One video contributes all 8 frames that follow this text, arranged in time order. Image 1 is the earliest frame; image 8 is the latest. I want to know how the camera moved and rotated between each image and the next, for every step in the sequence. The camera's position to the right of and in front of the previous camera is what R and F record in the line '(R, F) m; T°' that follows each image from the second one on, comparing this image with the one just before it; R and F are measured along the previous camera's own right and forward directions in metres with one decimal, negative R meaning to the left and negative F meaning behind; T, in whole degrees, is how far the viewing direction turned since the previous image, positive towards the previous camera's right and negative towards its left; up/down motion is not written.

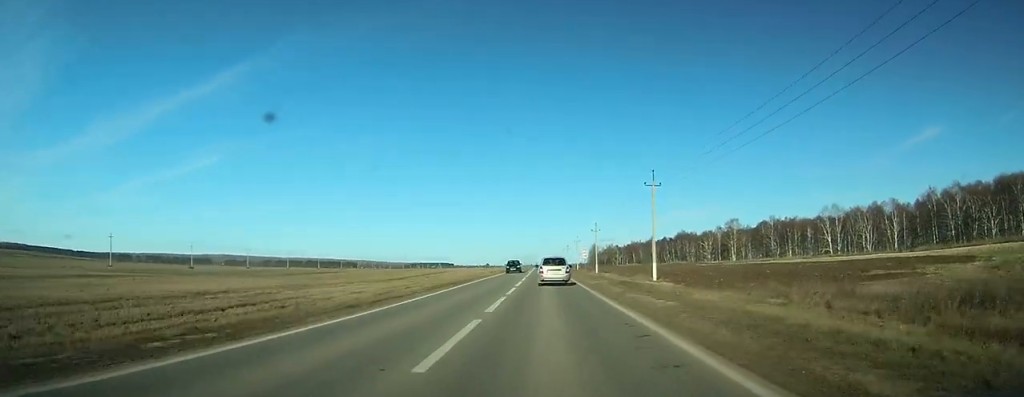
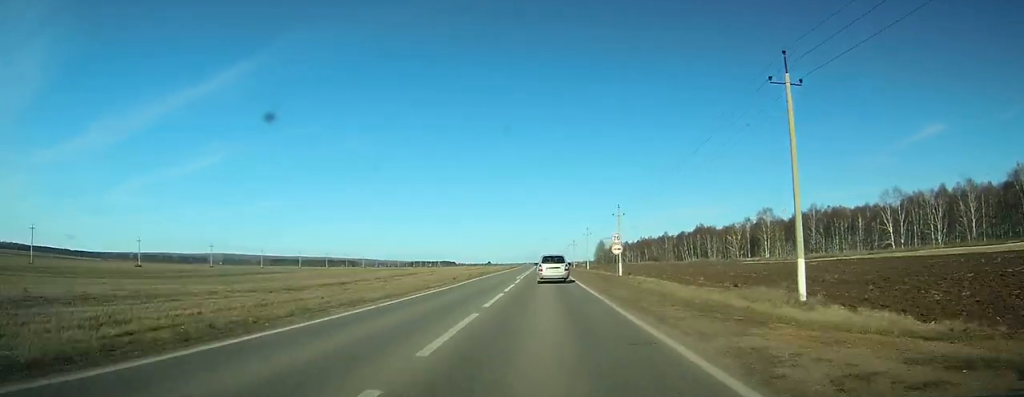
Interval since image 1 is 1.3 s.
(+0.1, +29.2) m; 0°
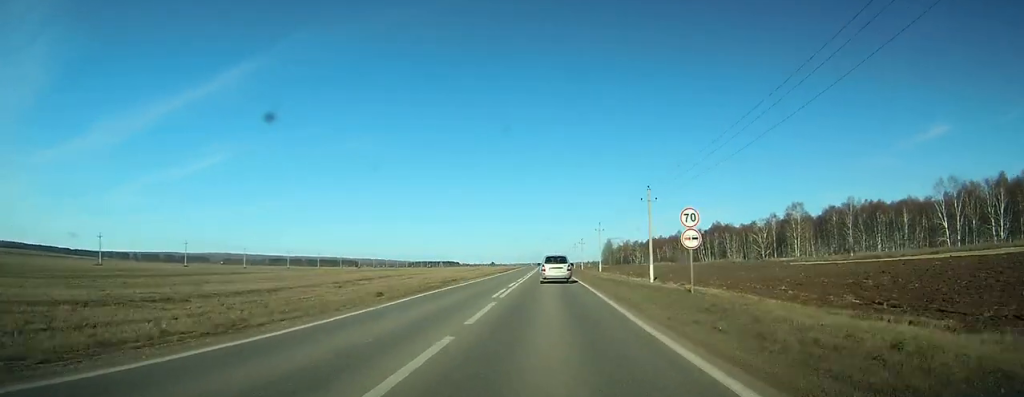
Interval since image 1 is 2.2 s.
(-0.1, +18.7) m; 0°
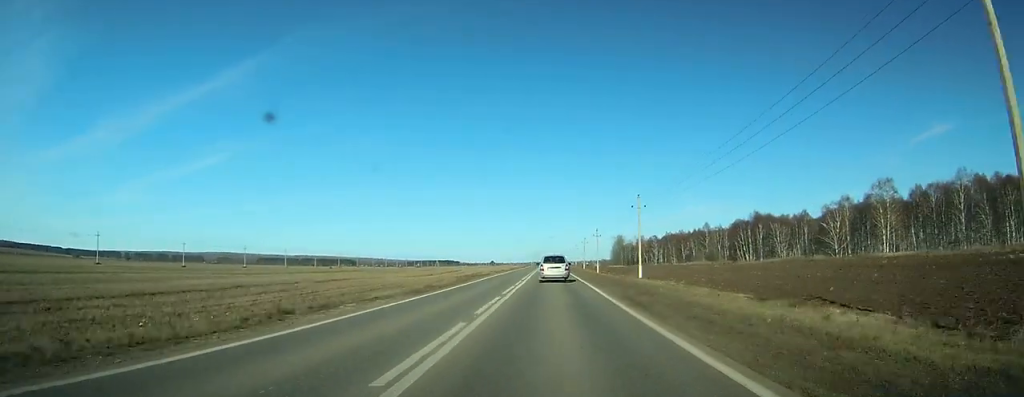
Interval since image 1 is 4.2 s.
(-0.2, +44.7) m; 0°
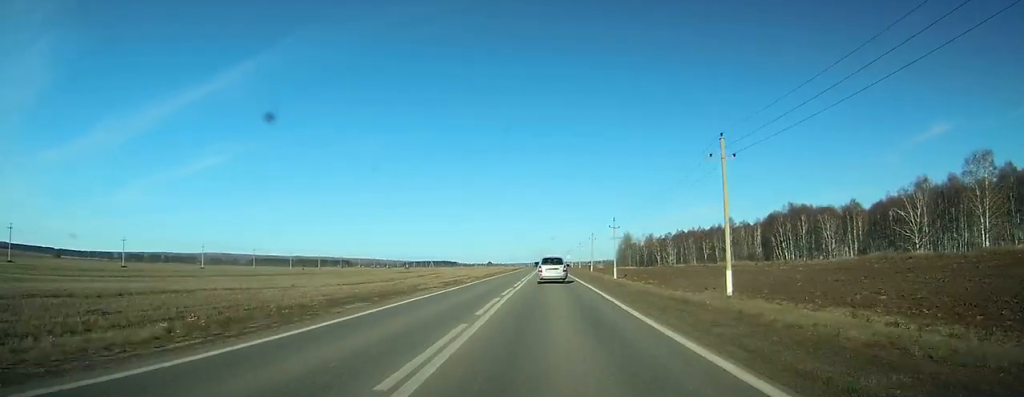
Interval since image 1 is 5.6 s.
(-0.1, +32.4) m; 0°
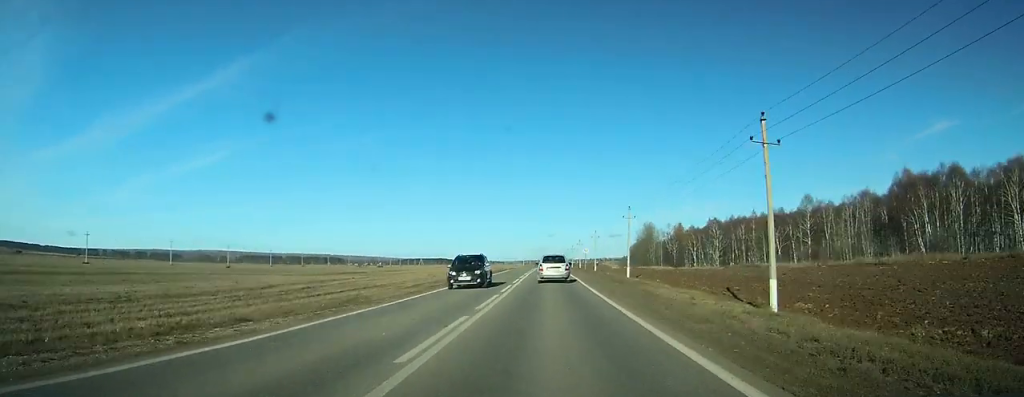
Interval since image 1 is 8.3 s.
(0.0, +61.5) m; 0°
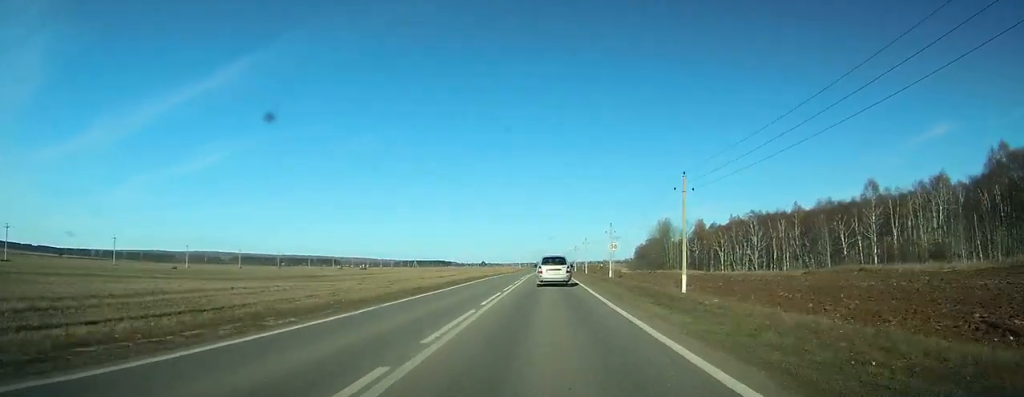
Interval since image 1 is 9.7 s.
(0.0, +28.6) m; 0°
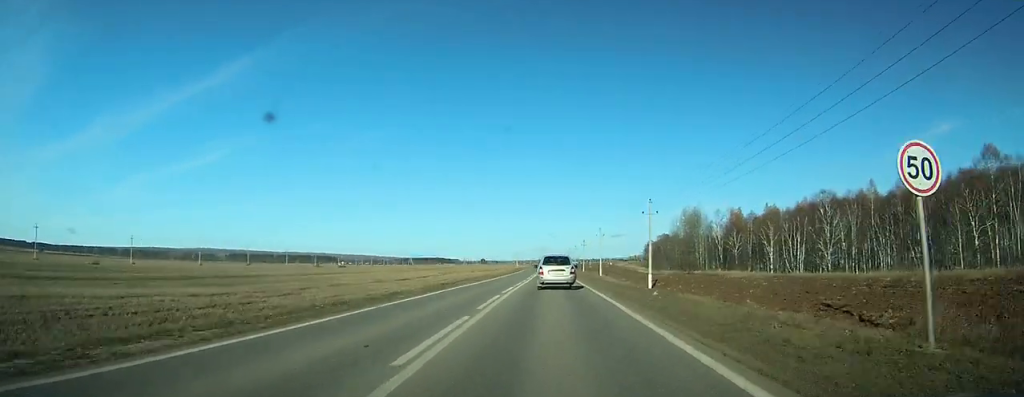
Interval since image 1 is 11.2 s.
(0.0, +31.4) m; 0°
